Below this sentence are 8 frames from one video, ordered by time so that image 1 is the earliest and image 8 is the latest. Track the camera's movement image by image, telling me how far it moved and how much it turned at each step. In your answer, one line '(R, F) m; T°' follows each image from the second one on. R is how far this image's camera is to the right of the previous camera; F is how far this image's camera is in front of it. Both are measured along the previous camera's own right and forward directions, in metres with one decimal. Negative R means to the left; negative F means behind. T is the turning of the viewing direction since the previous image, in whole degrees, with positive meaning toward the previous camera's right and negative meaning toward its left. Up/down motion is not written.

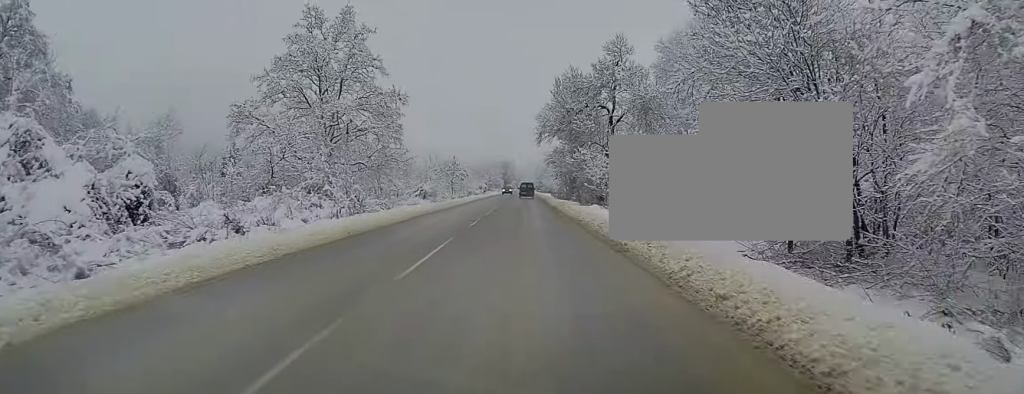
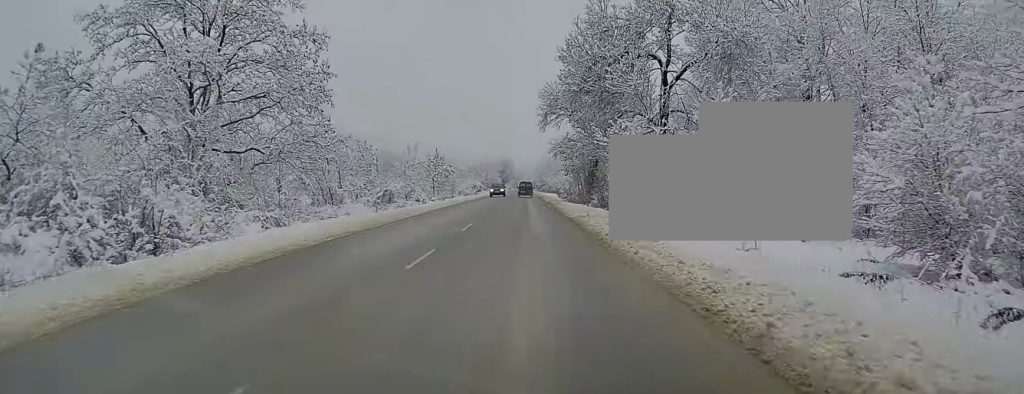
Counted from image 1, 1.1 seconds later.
(-0.1, +19.6) m; -1°
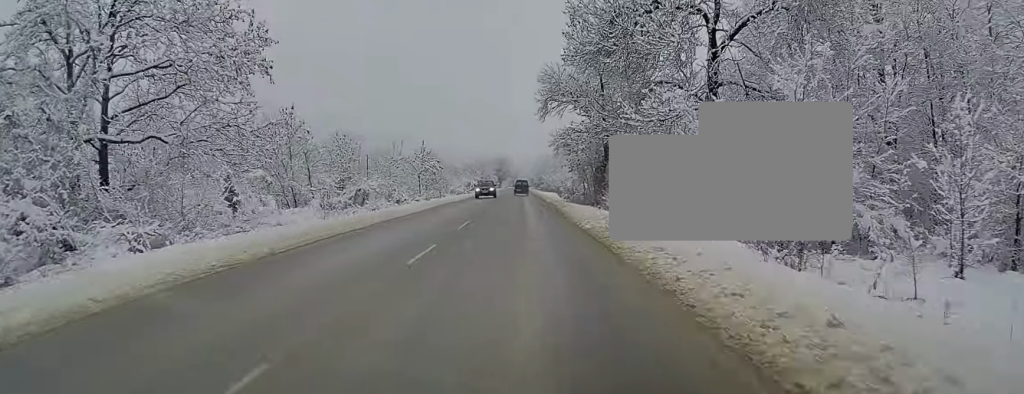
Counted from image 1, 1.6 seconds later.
(-0.2, +8.4) m; 0°
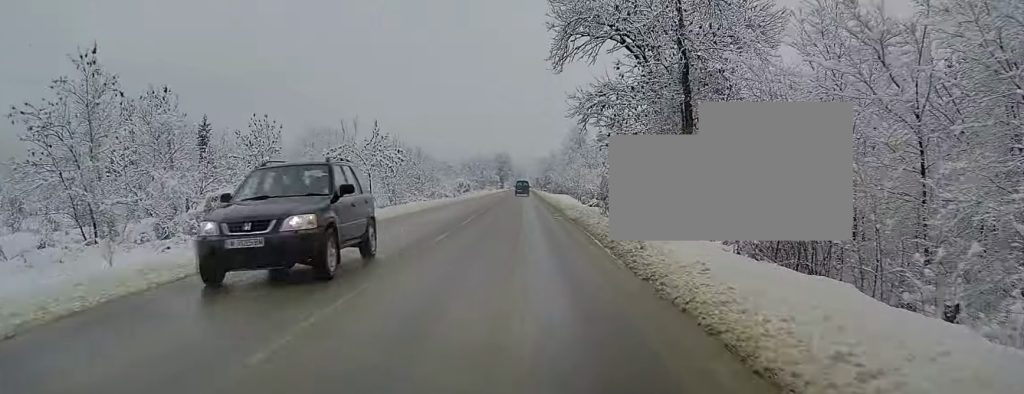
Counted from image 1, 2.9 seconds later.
(+0.3, +23.8) m; +1°
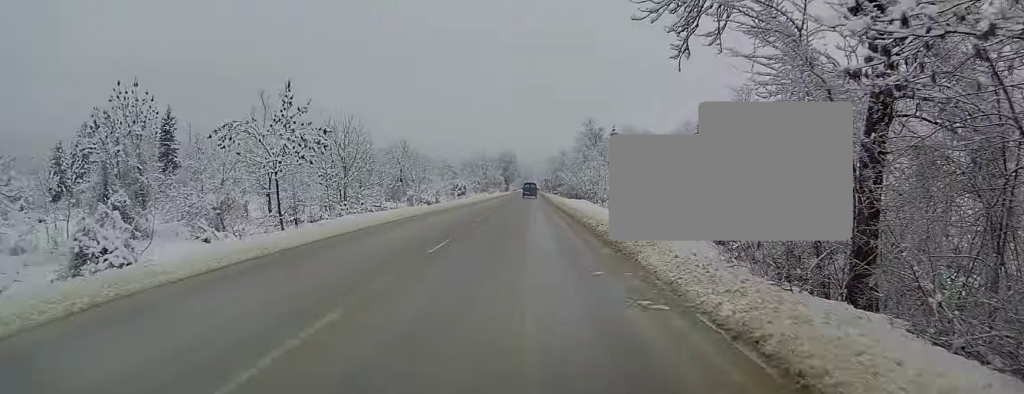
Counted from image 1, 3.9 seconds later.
(-0.1, +19.1) m; 0°
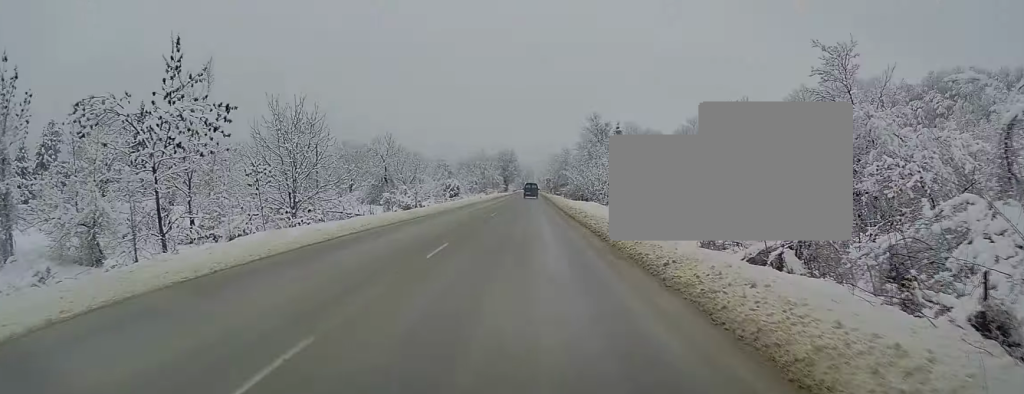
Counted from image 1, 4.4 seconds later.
(+0.1, +9.9) m; 0°
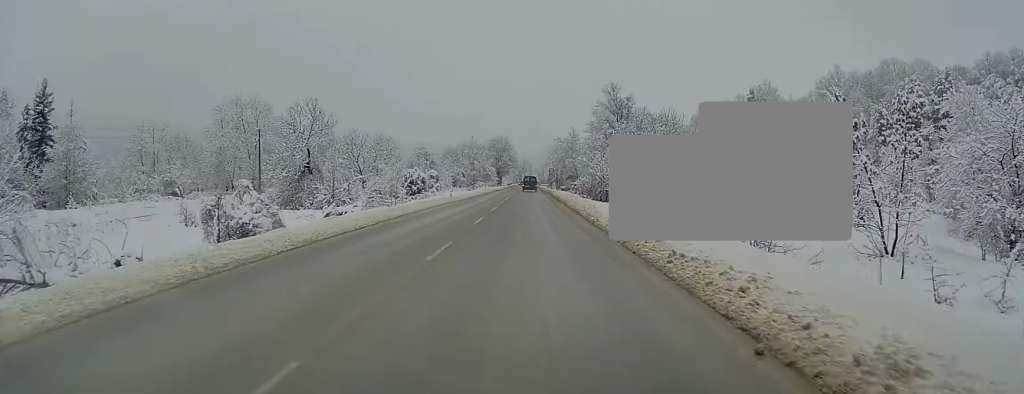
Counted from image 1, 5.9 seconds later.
(-0.4, +27.8) m; -1°
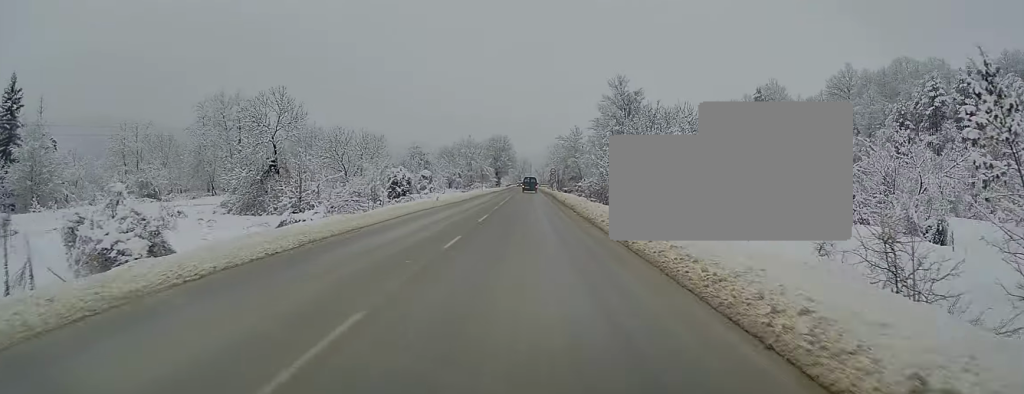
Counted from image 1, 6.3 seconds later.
(+0.1, +7.3) m; 0°
